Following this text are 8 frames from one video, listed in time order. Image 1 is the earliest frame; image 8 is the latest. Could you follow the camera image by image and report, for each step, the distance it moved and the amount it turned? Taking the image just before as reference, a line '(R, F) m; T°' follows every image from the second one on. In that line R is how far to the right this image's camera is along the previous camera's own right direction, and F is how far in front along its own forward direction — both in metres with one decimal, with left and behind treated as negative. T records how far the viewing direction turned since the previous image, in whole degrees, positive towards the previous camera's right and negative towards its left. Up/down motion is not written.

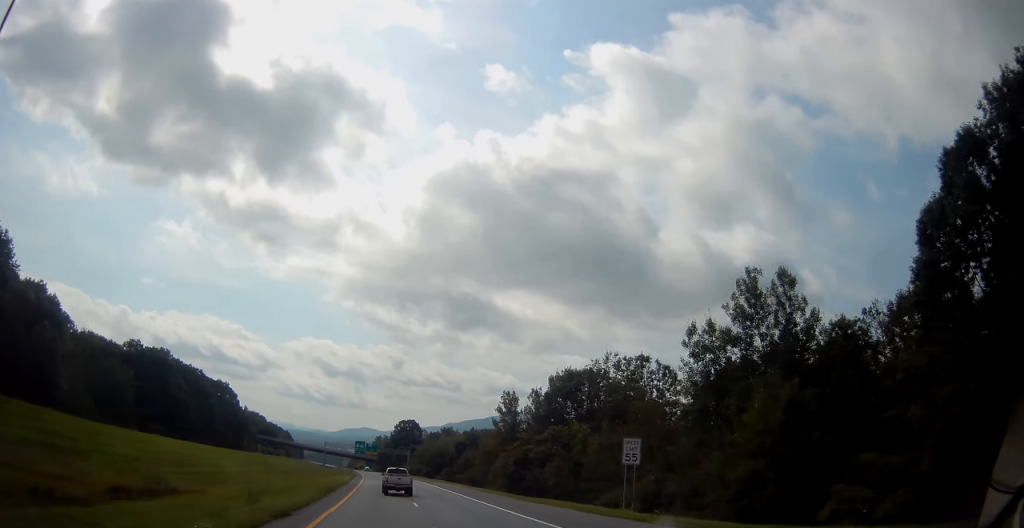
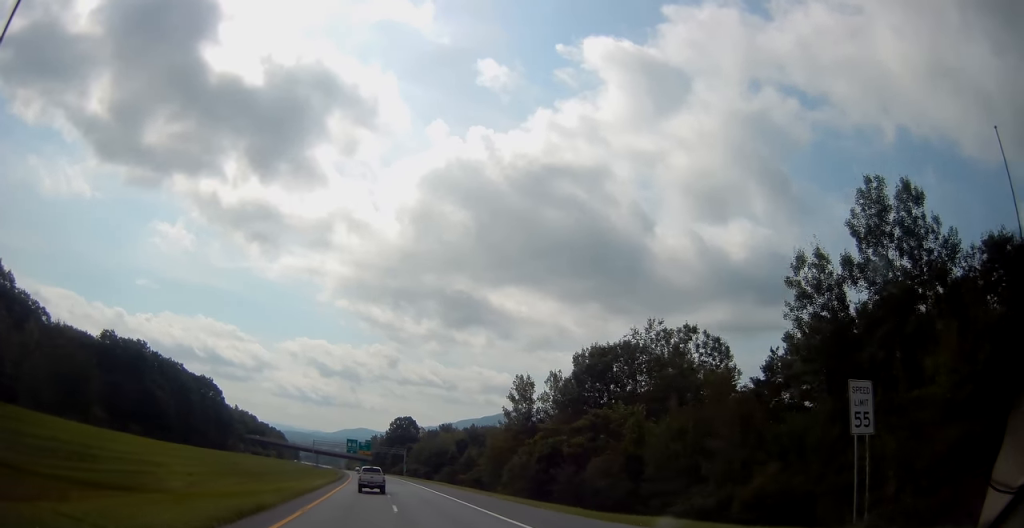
(+0.1, +15.4) m; 0°
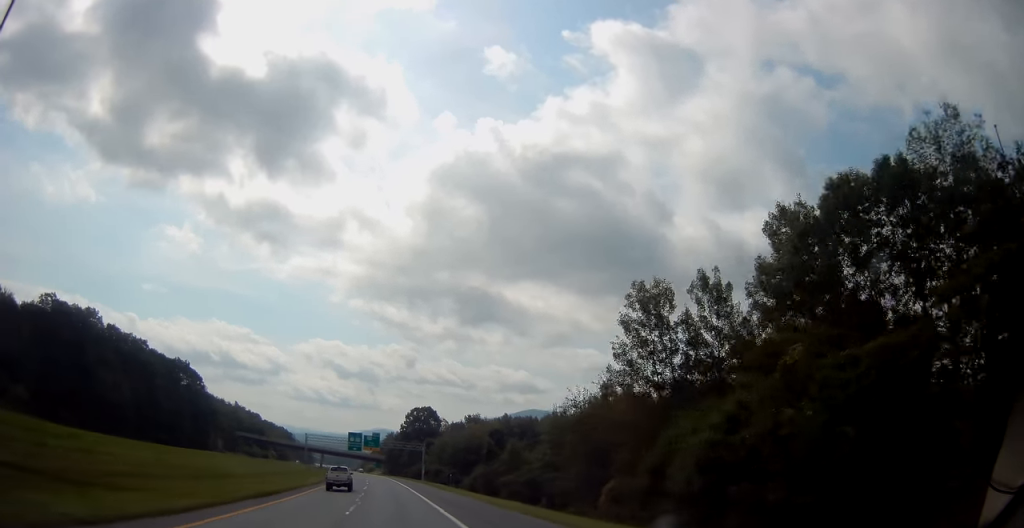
(-0.7, +38.9) m; -2°
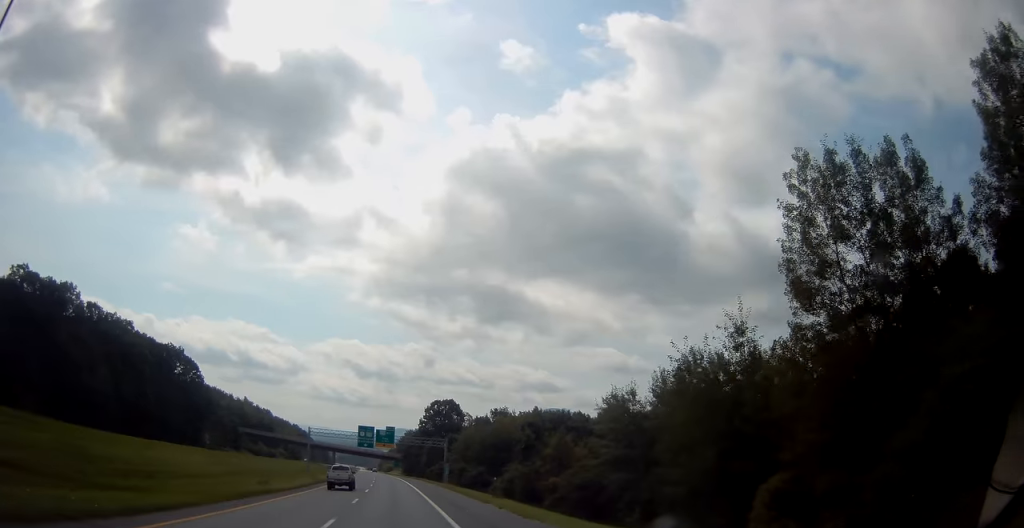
(0.0, +19.1) m; -1°
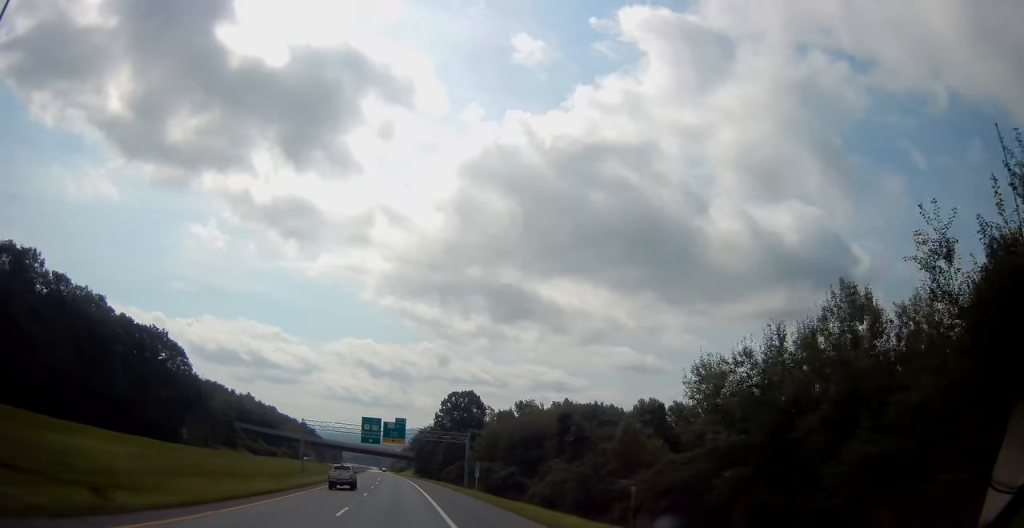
(-0.2, +20.2) m; -2°
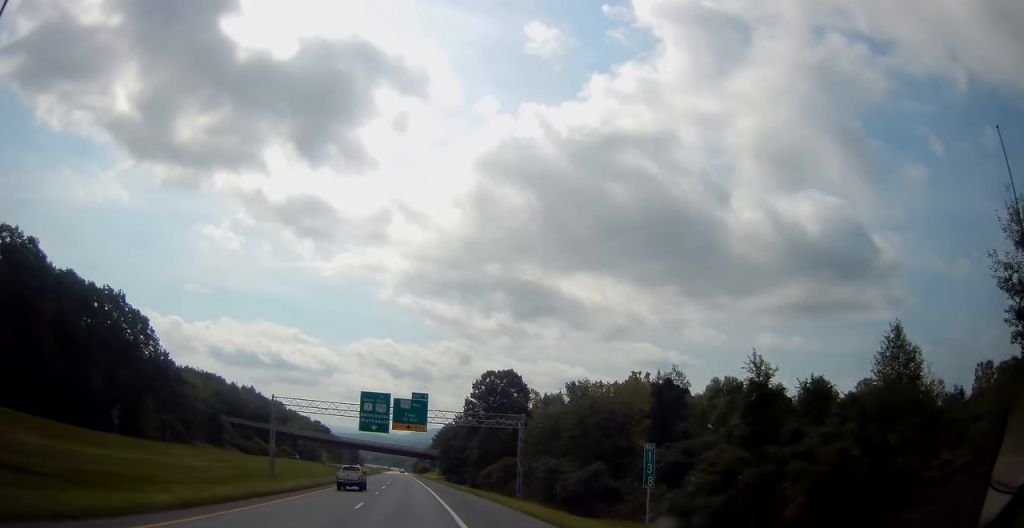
(-1.0, +33.6) m; -2°
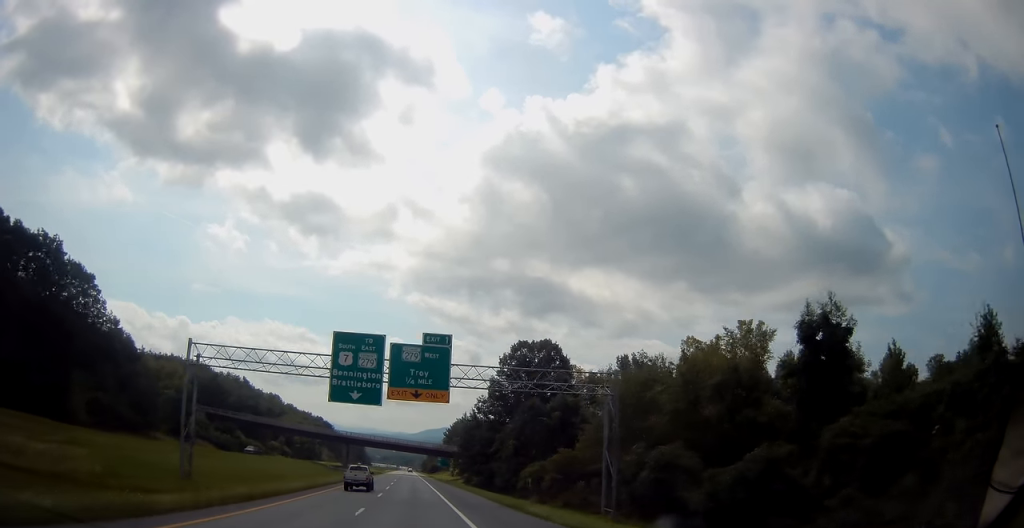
(-0.1, +28.2) m; -1°
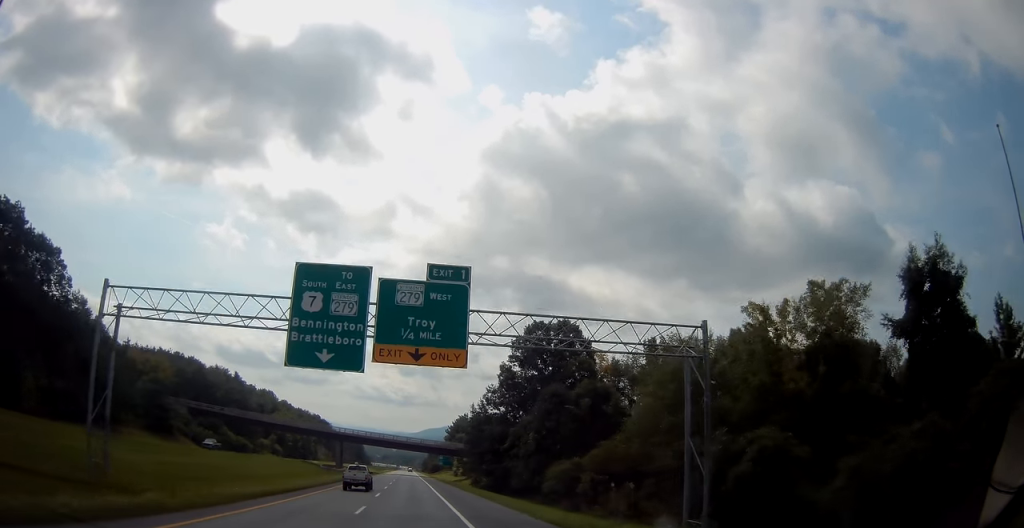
(-0.1, +12.5) m; 0°
